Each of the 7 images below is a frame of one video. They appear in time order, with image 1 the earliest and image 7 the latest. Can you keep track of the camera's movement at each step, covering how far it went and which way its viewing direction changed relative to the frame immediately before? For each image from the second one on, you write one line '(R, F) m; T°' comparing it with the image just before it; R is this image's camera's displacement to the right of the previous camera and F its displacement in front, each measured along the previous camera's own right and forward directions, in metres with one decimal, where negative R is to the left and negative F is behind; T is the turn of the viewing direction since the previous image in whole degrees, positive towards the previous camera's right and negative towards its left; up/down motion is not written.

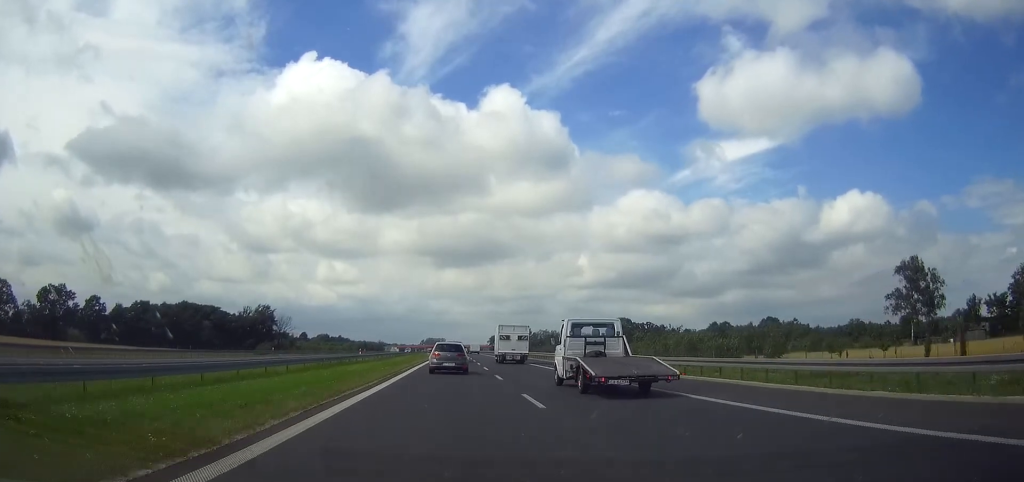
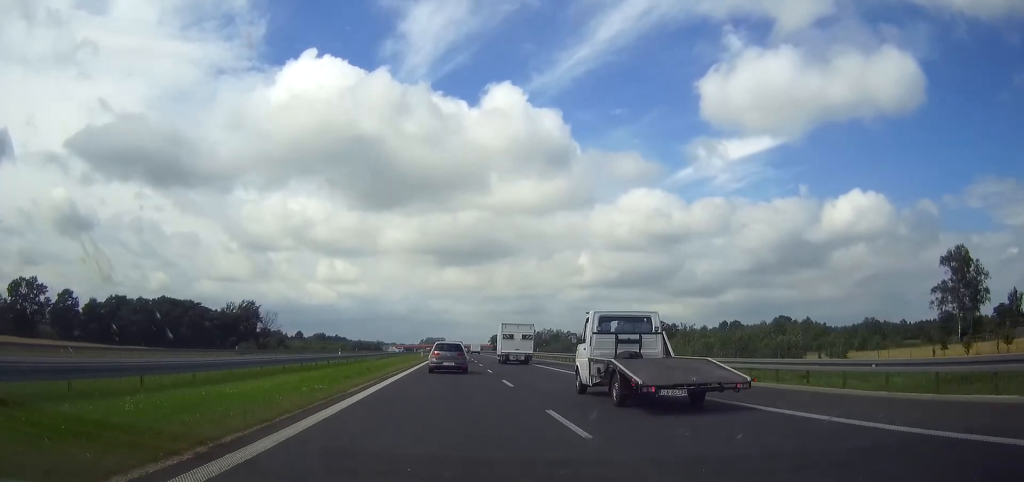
(0.0, +16.6) m; 0°
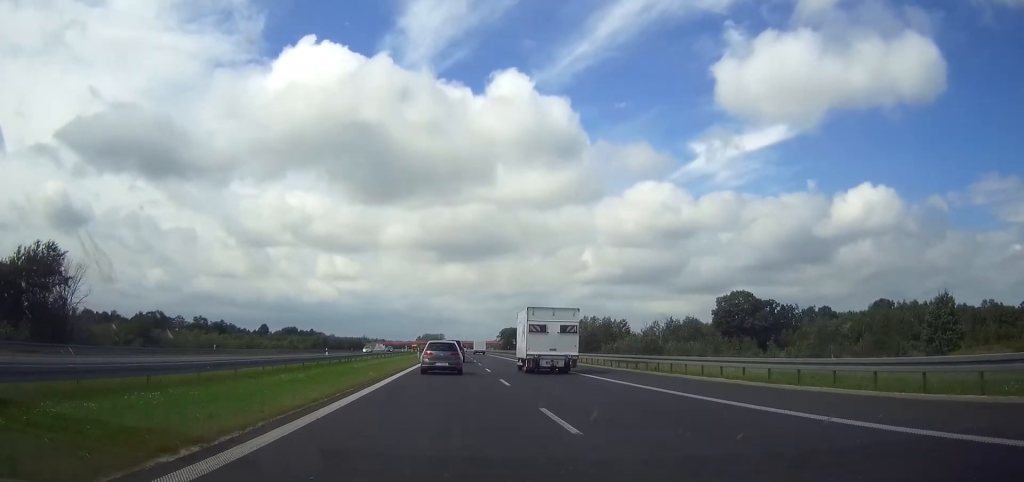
(+0.1, +107.2) m; 0°
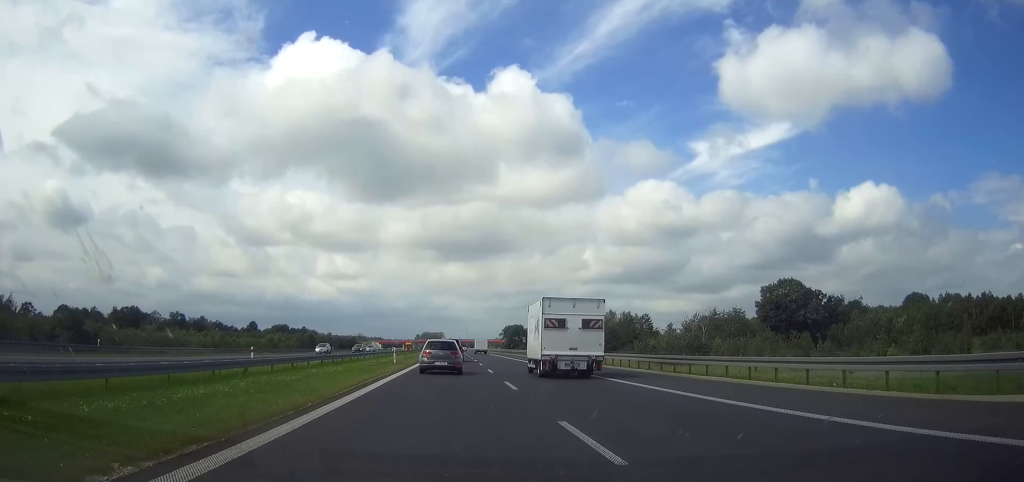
(0.0, +26.4) m; 0°
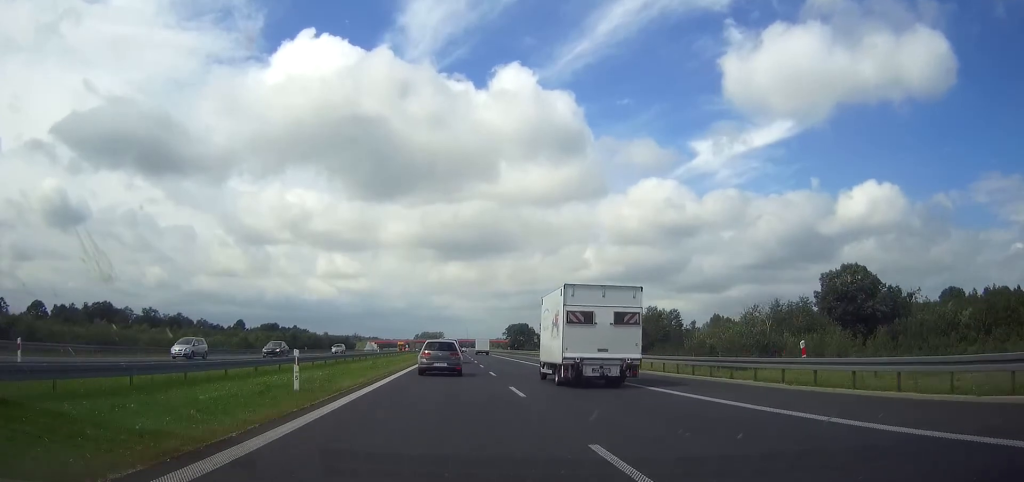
(-0.1, +26.5) m; 0°
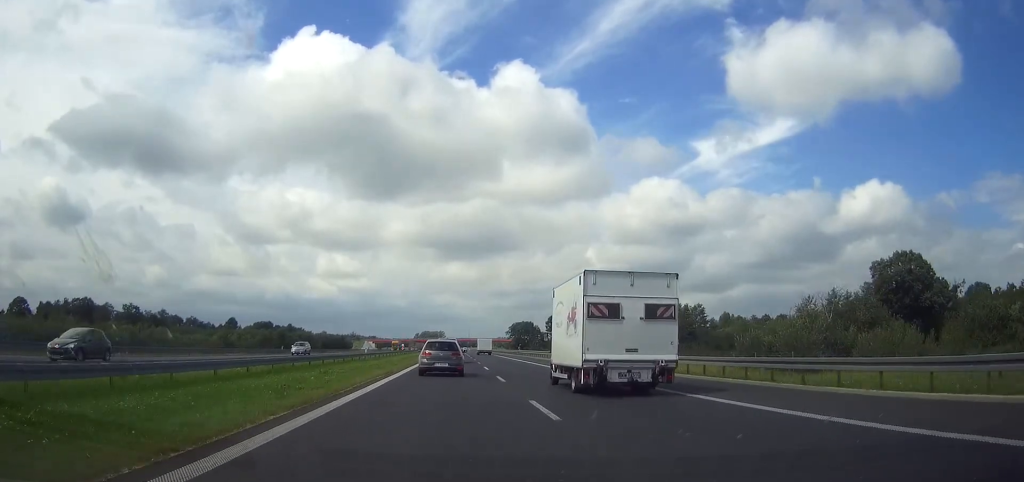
(0.0, +17.2) m; 0°
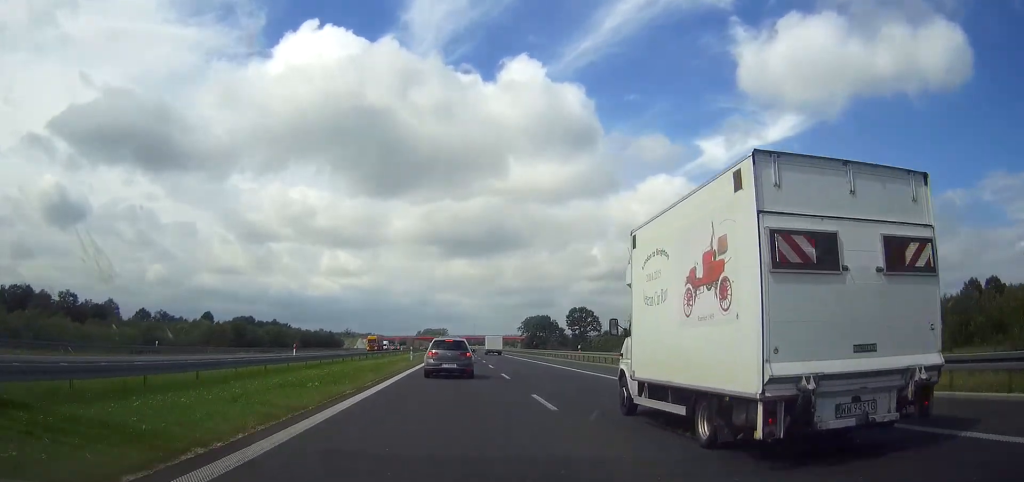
(0.0, +46.2) m; 0°
